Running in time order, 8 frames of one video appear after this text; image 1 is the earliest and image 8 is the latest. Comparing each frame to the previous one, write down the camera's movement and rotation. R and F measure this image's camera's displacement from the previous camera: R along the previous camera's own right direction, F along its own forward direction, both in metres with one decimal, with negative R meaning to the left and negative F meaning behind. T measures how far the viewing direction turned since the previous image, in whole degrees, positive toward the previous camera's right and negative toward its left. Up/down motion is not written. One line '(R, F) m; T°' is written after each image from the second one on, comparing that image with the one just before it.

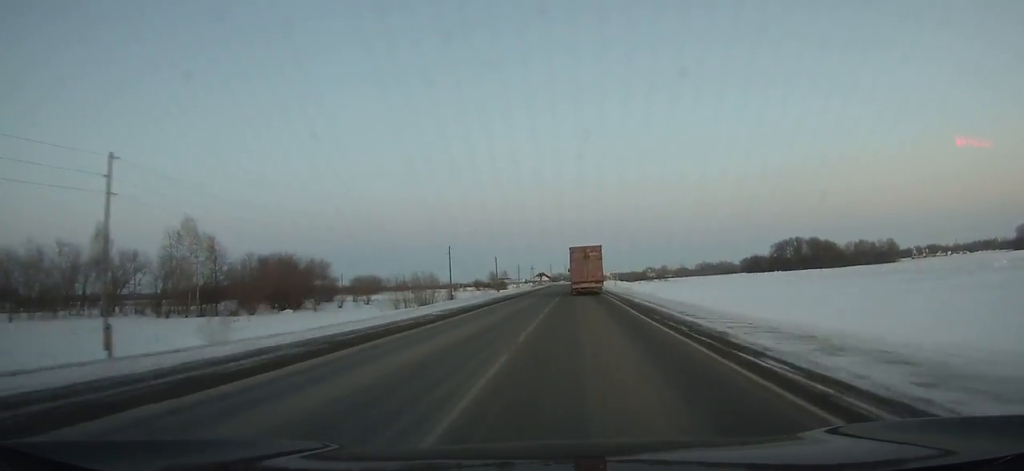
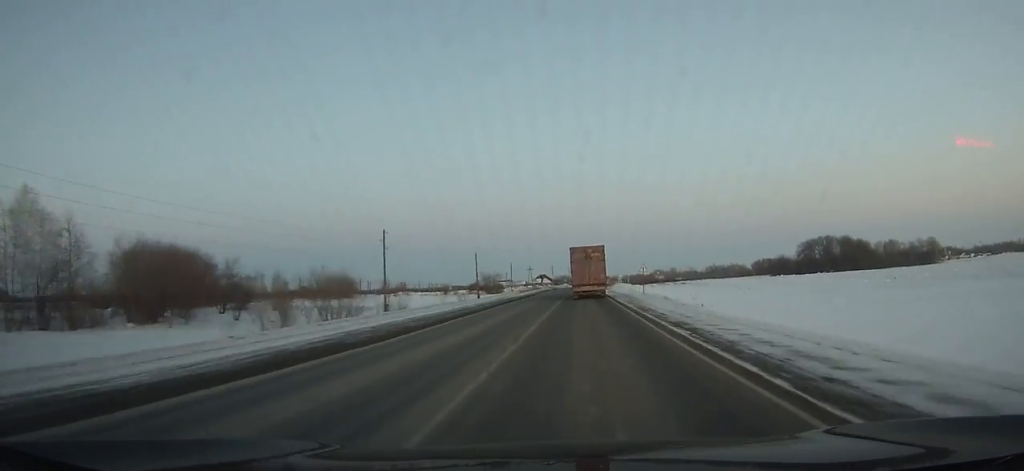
(0.0, +34.1) m; 0°
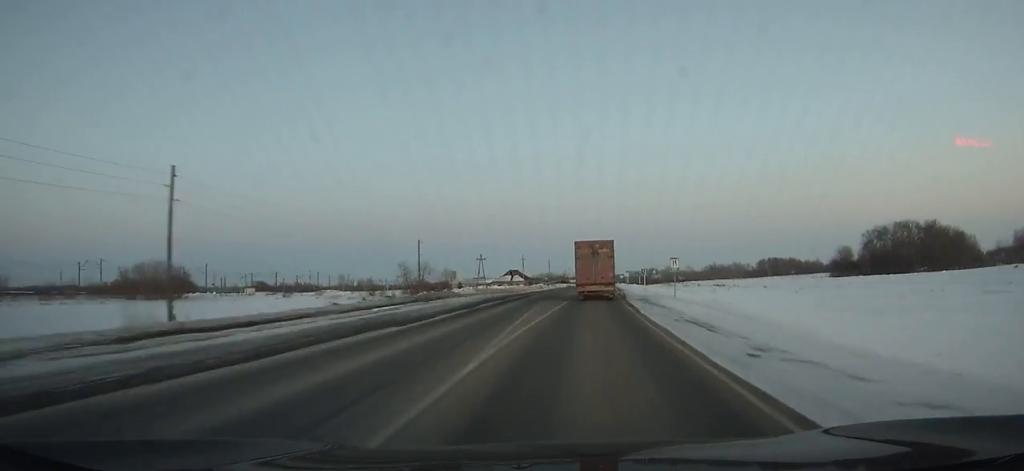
(-0.1, +83.3) m; +1°
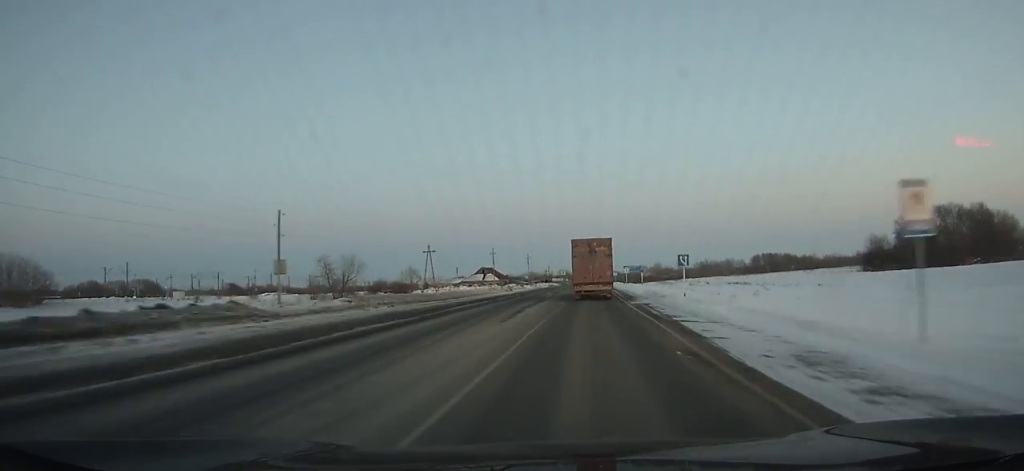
(+0.2, +35.2) m; +1°
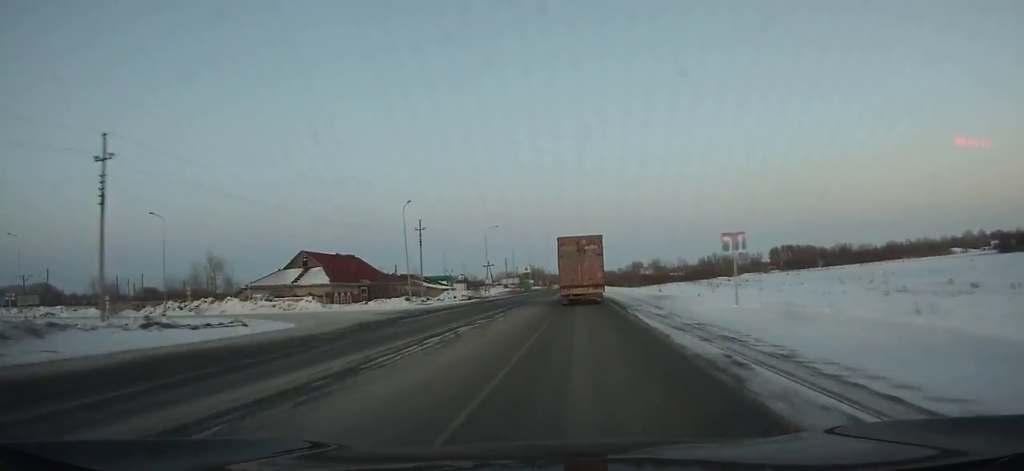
(+3.0, +120.2) m; +2°
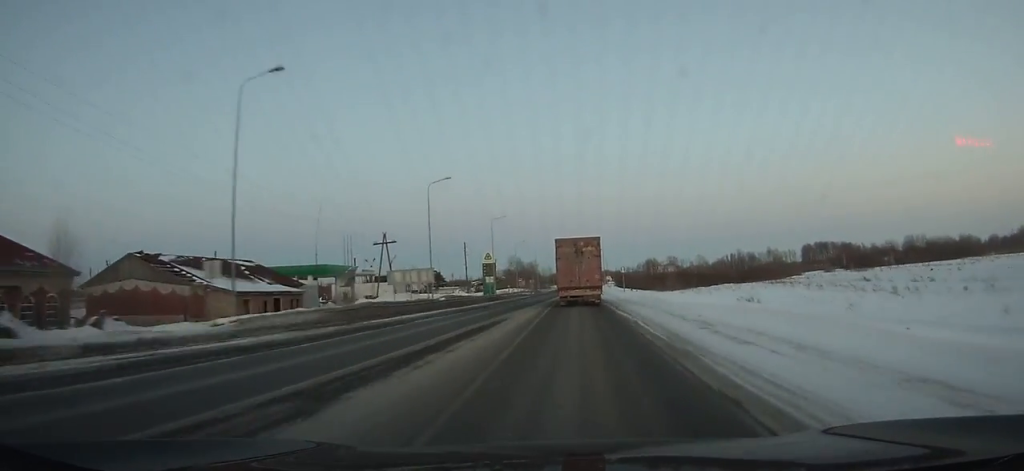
(-0.3, +72.7) m; -1°
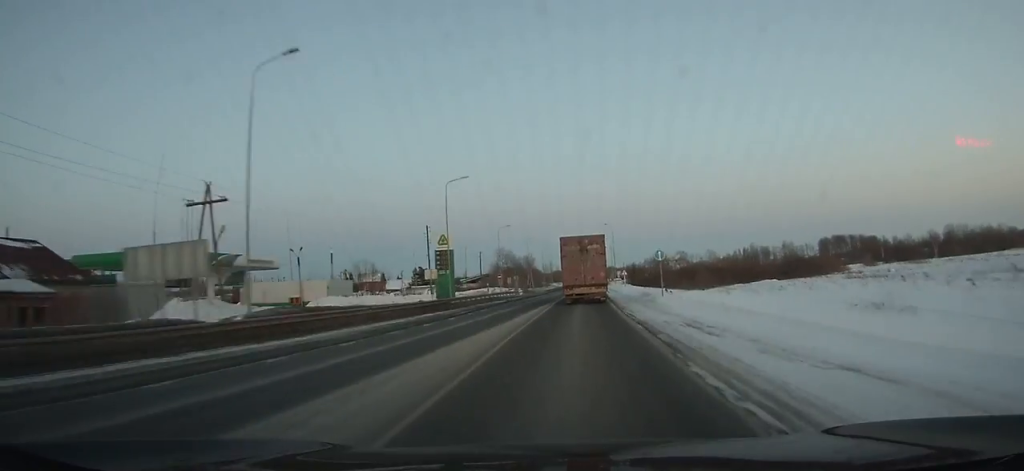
(-0.1, +31.4) m; 0°
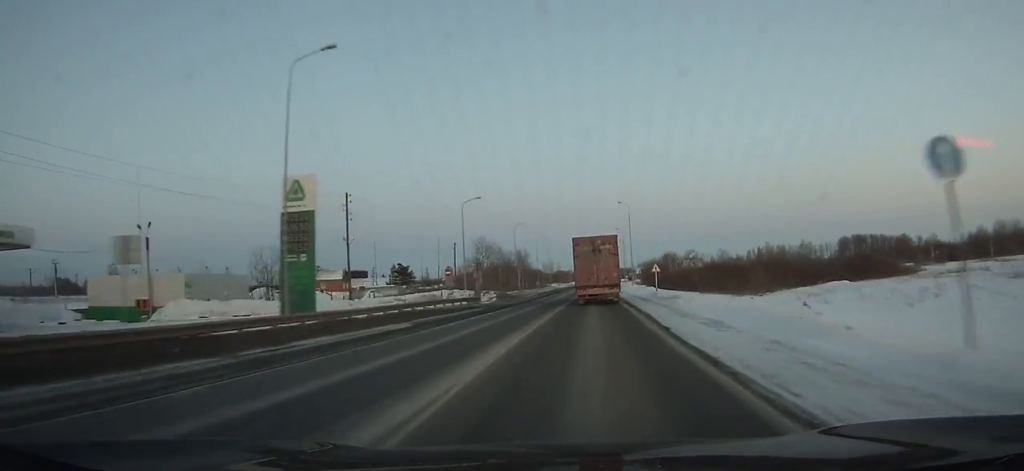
(-0.1, +31.4) m; 0°
